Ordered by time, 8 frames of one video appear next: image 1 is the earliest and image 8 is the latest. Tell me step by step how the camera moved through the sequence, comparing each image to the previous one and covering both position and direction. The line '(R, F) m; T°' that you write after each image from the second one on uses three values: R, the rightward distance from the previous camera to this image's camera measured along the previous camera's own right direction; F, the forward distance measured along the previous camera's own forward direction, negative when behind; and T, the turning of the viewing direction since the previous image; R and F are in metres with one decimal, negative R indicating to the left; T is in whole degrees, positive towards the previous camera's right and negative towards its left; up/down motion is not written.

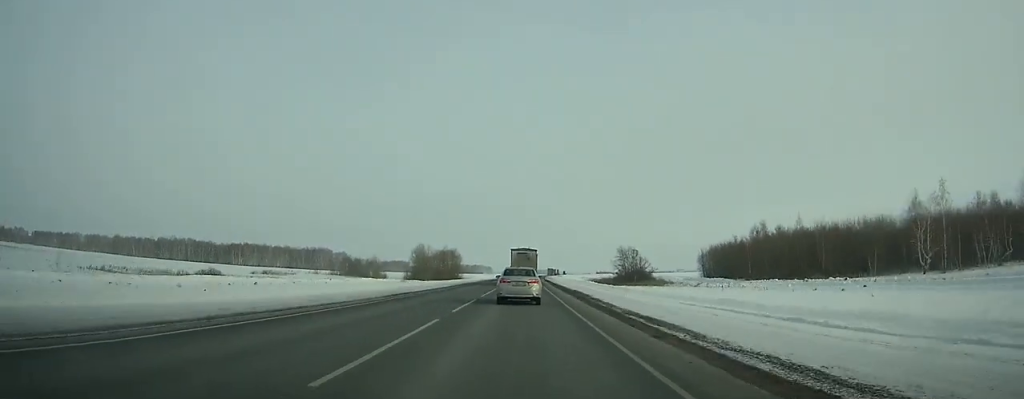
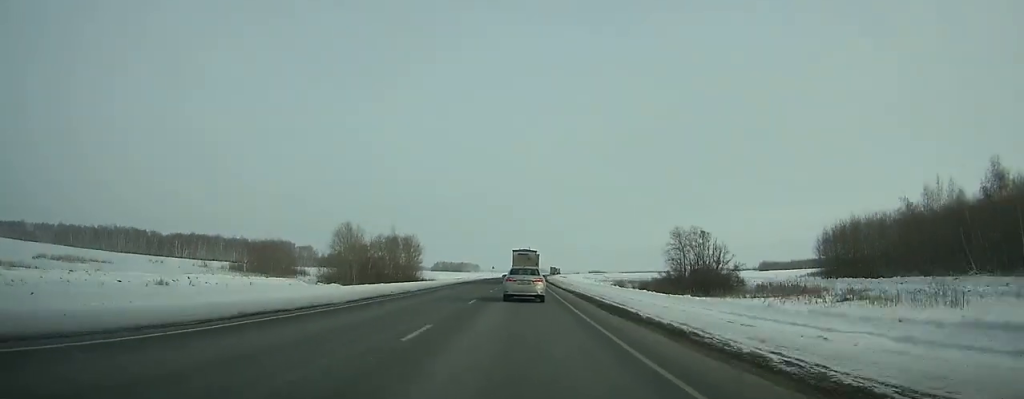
(+0.9, +75.0) m; +1°
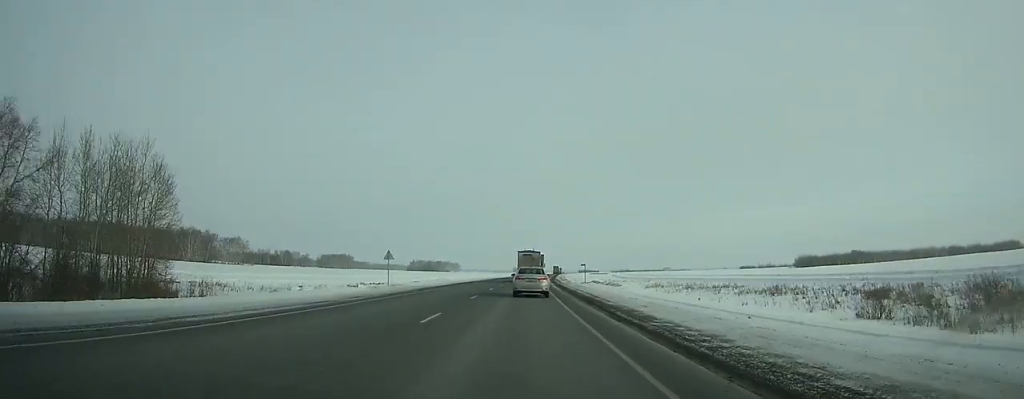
(+1.8, +117.8) m; +2°
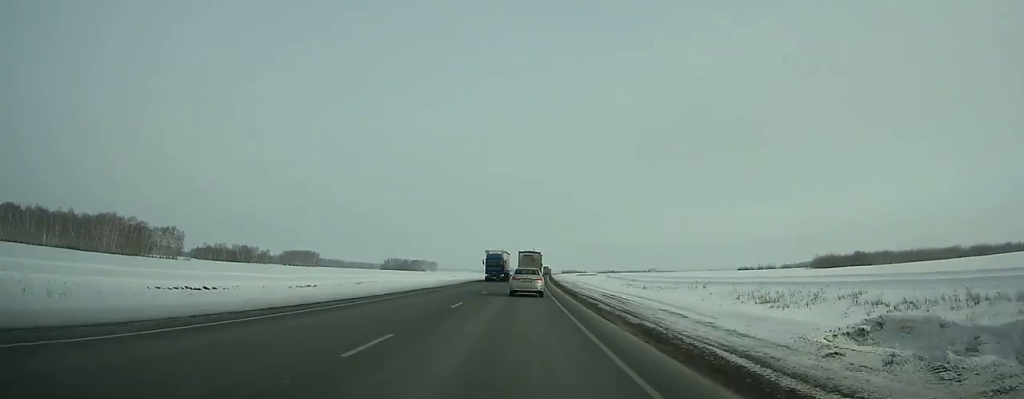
(+0.9, +66.3) m; +1°
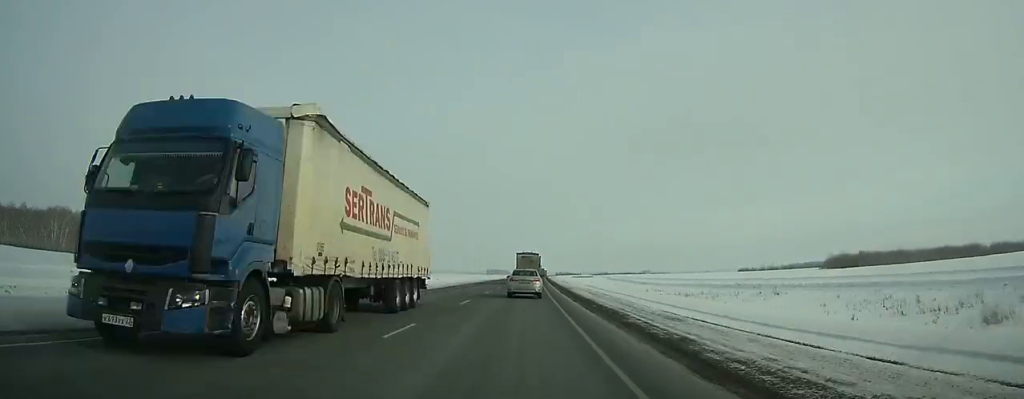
(+0.2, +33.6) m; +1°
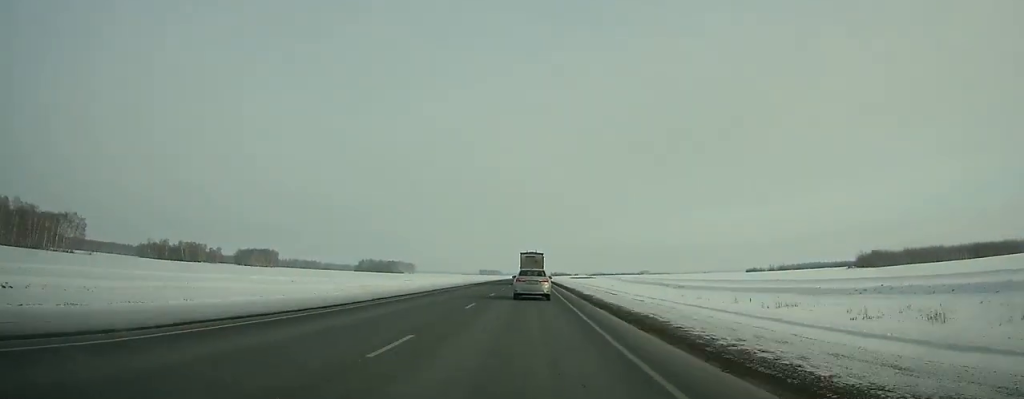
(+0.2, +50.0) m; +1°
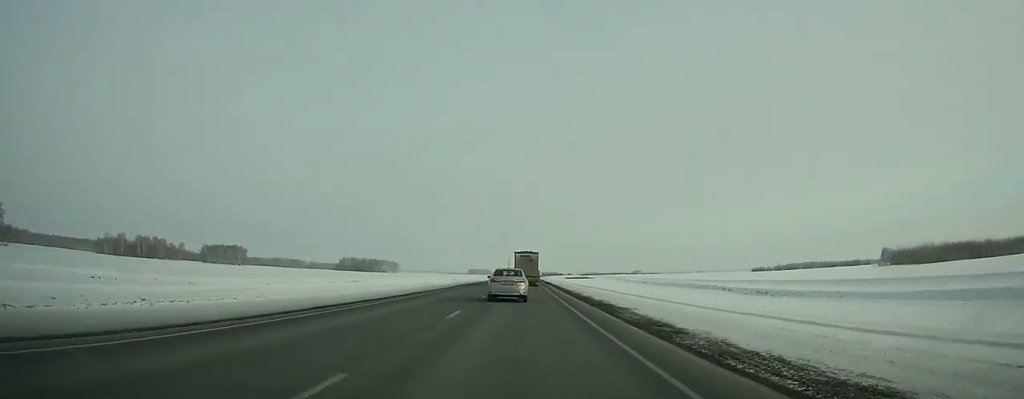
(+0.4, +53.0) m; +1°
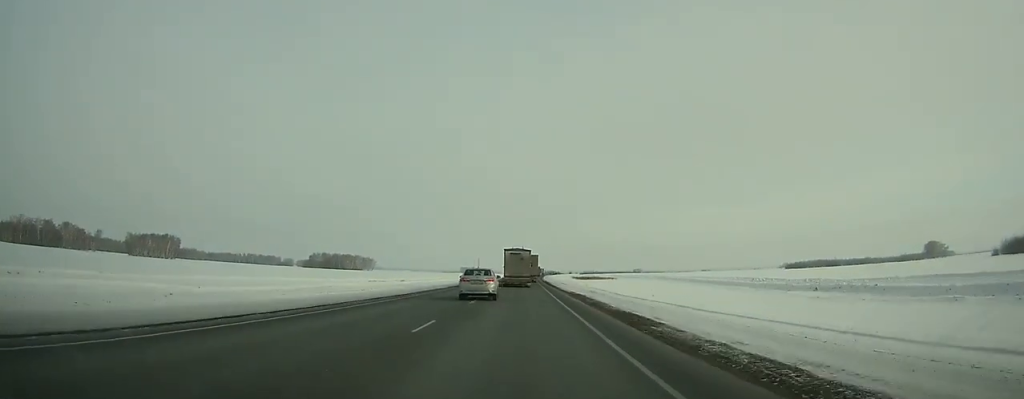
(+0.5, +111.1) m; 0°
